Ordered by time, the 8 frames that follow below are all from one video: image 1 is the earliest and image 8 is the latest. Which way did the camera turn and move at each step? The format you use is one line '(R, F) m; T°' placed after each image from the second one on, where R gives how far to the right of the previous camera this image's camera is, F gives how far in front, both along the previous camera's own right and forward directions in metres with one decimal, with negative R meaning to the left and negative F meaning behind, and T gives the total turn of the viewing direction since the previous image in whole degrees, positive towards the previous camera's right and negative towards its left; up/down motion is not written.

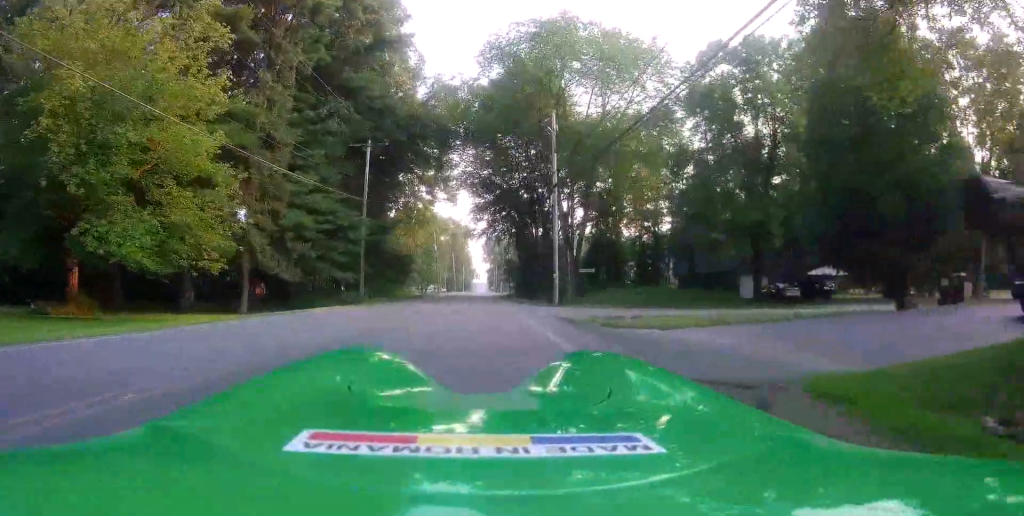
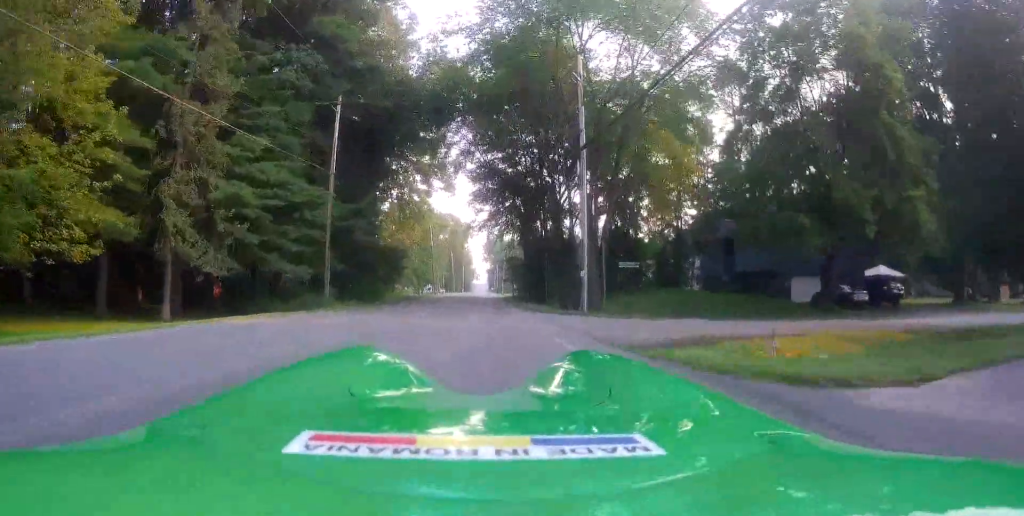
(+0.3, +8.0) m; +1°
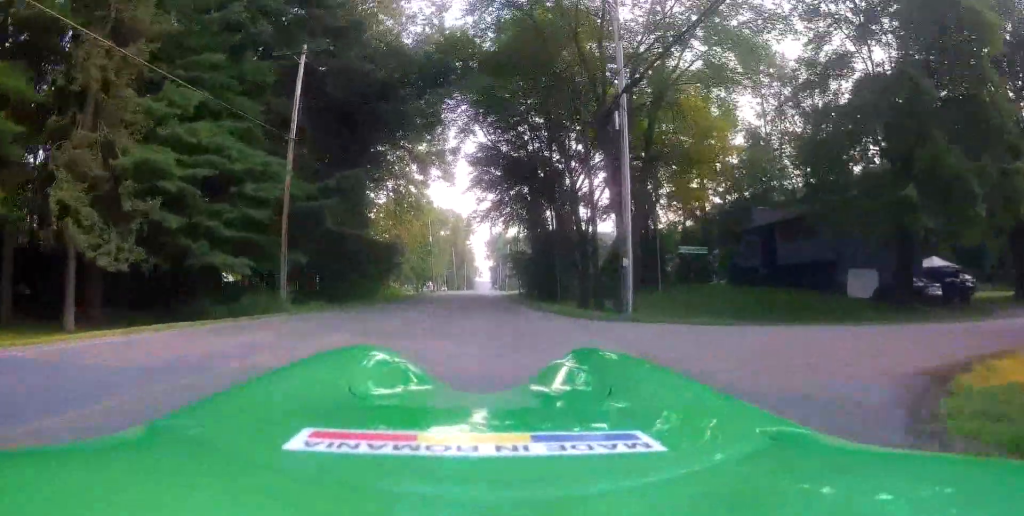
(-0.2, +6.5) m; -2°
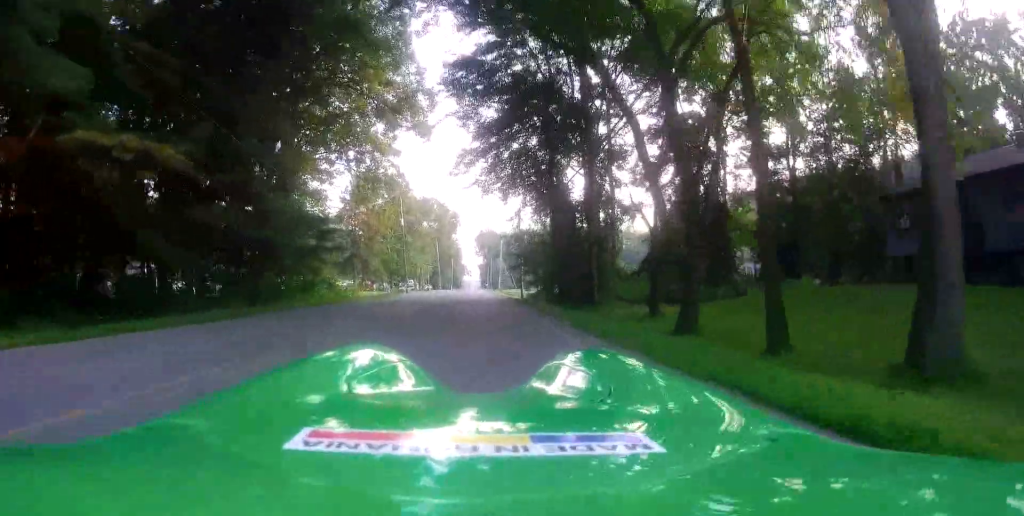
(-0.5, +19.1) m; -1°
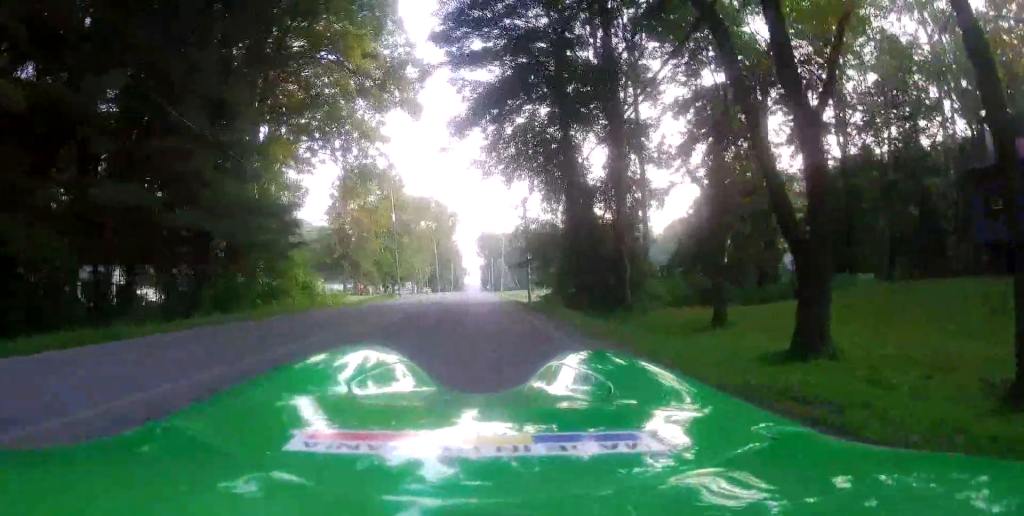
(0.0, +6.4) m; -2°
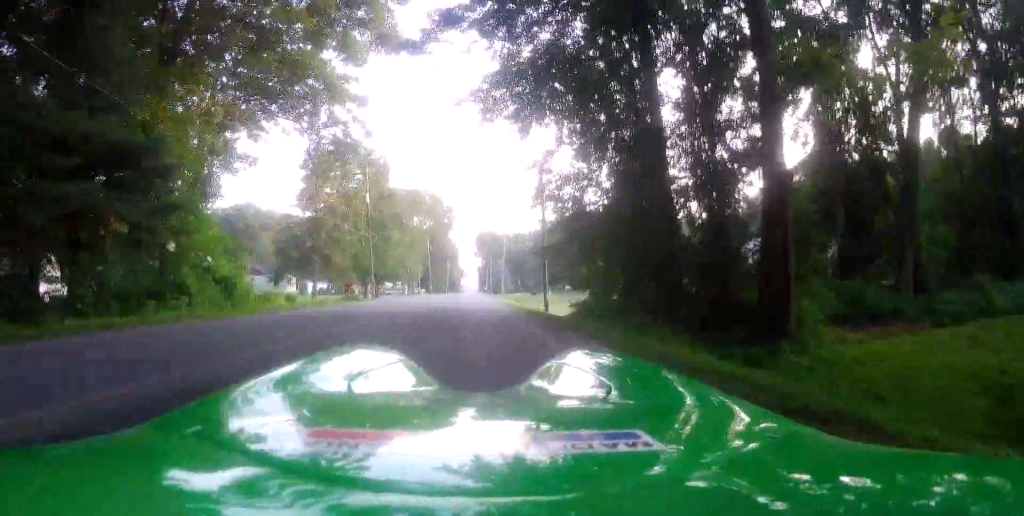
(-0.6, +12.3) m; -4°
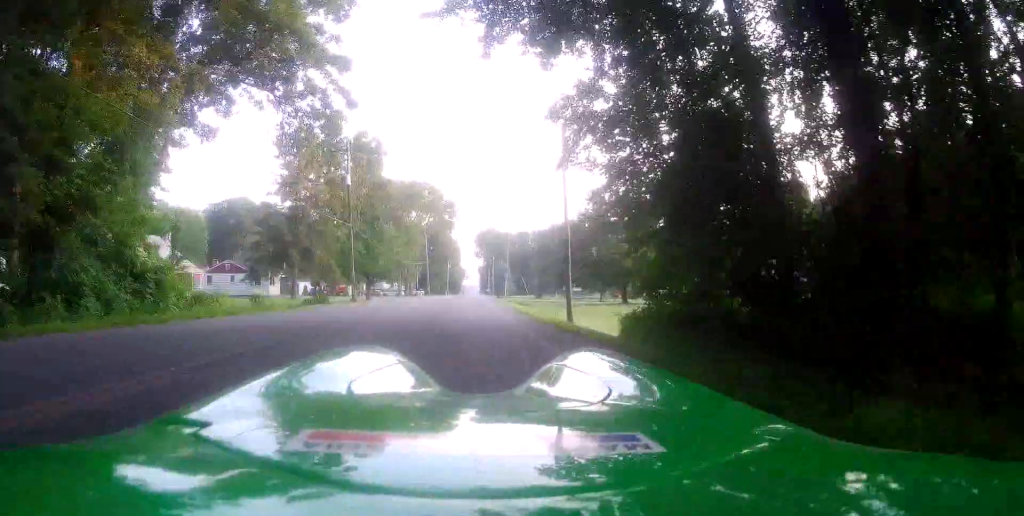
(+0.1, +7.1) m; +2°
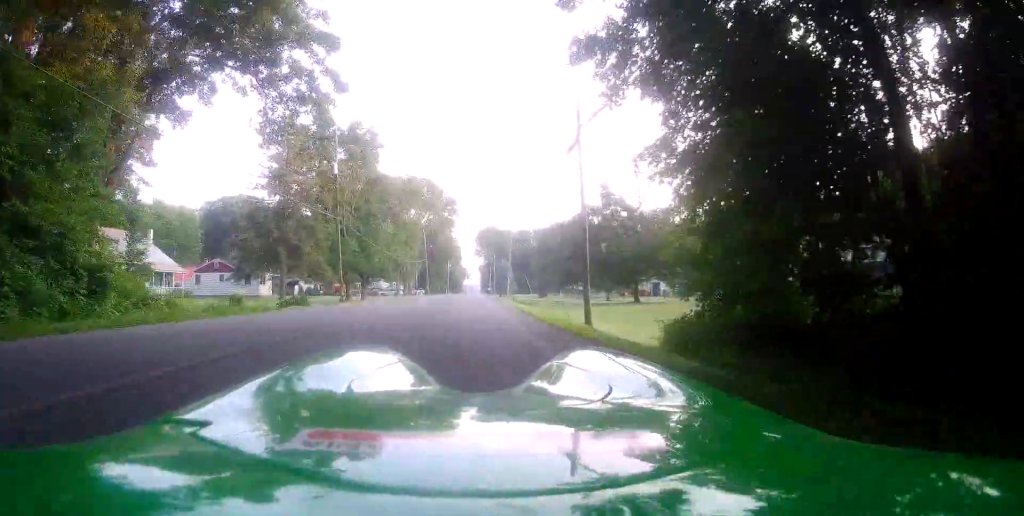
(0.0, +3.7) m; +2°
